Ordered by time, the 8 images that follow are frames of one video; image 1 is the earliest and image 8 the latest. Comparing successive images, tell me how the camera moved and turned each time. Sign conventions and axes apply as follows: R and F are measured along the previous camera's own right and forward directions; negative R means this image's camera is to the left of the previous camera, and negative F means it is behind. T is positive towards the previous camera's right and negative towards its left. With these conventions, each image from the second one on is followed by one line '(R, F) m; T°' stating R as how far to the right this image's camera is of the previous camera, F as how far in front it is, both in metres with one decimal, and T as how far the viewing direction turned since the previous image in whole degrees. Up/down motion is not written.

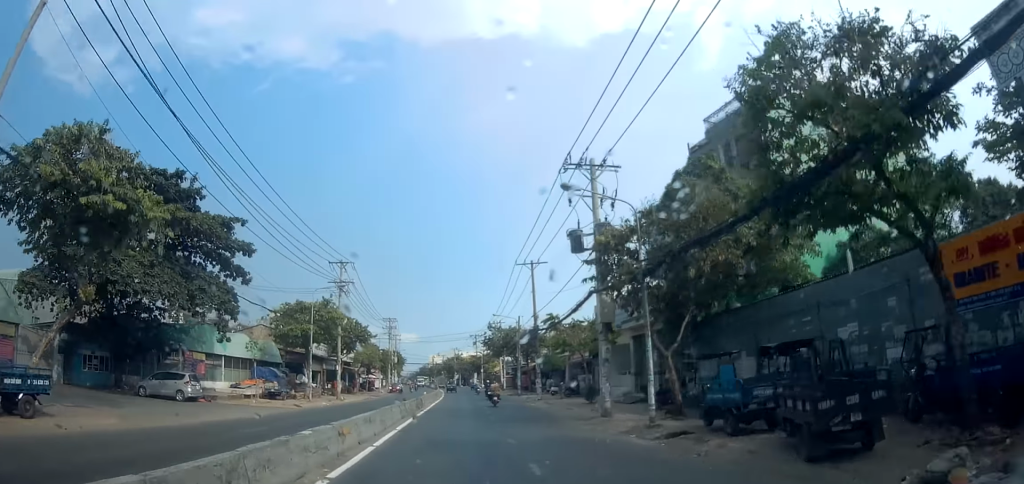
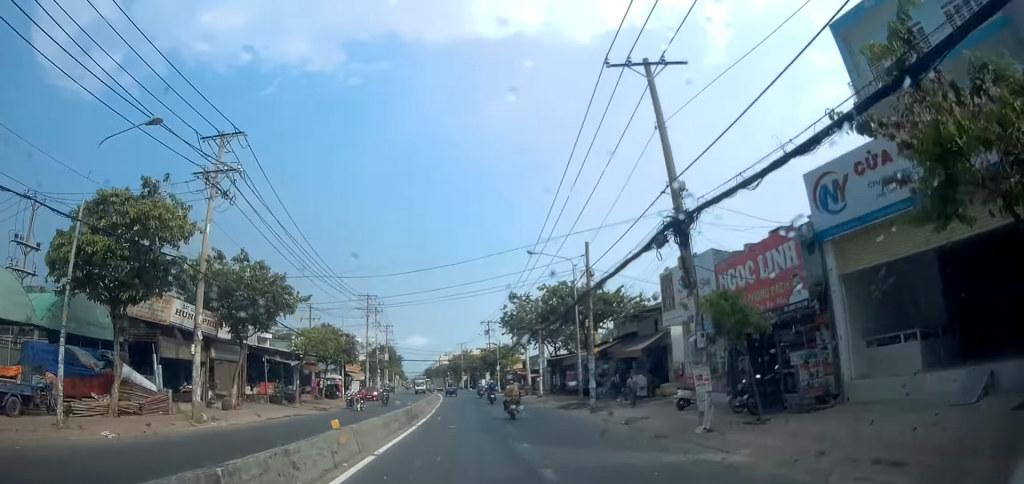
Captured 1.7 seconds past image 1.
(-0.7, +25.1) m; -2°
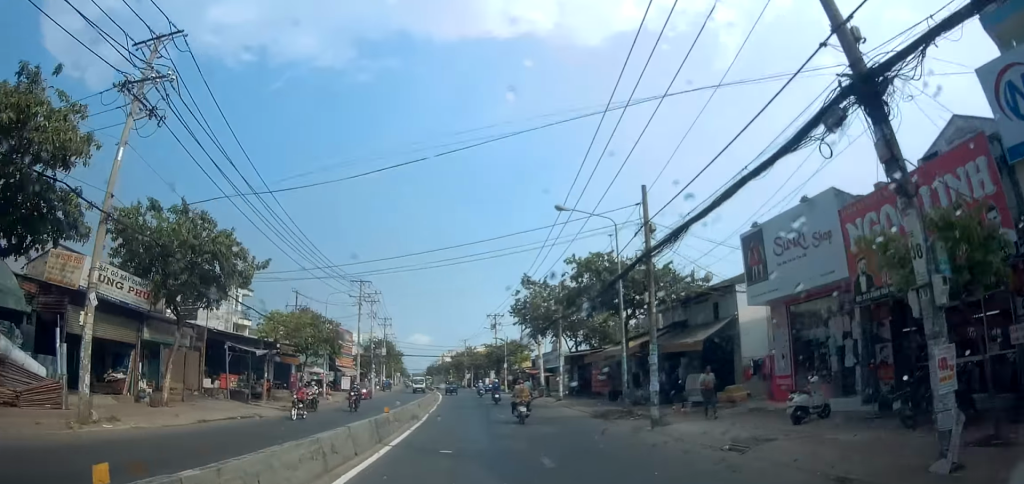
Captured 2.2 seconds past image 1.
(0.0, +7.0) m; 0°
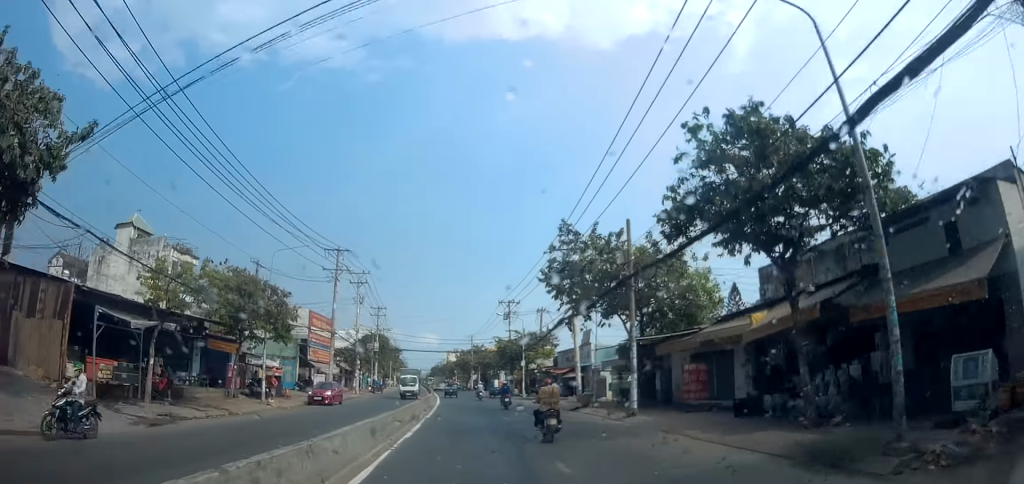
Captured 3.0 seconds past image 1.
(0.0, +13.0) m; 0°
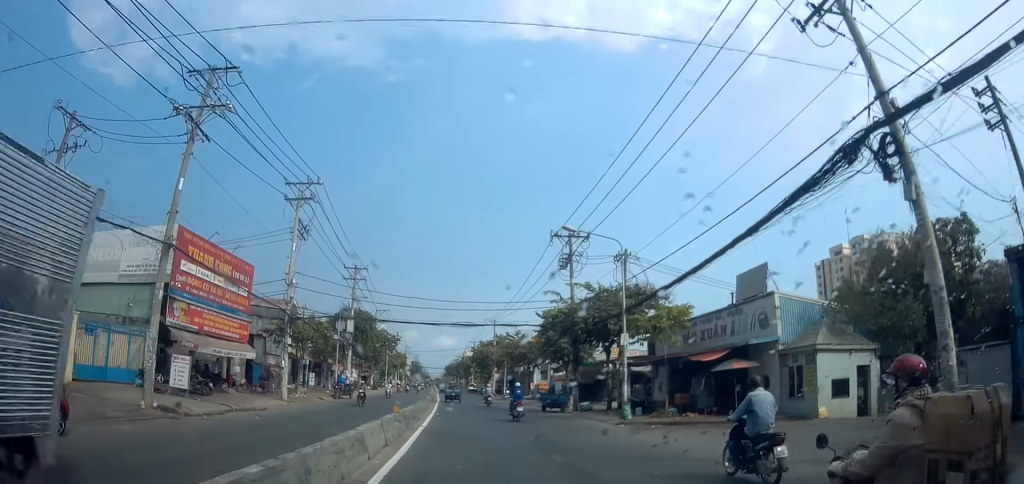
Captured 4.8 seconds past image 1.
(-0.4, +26.1) m; -2°
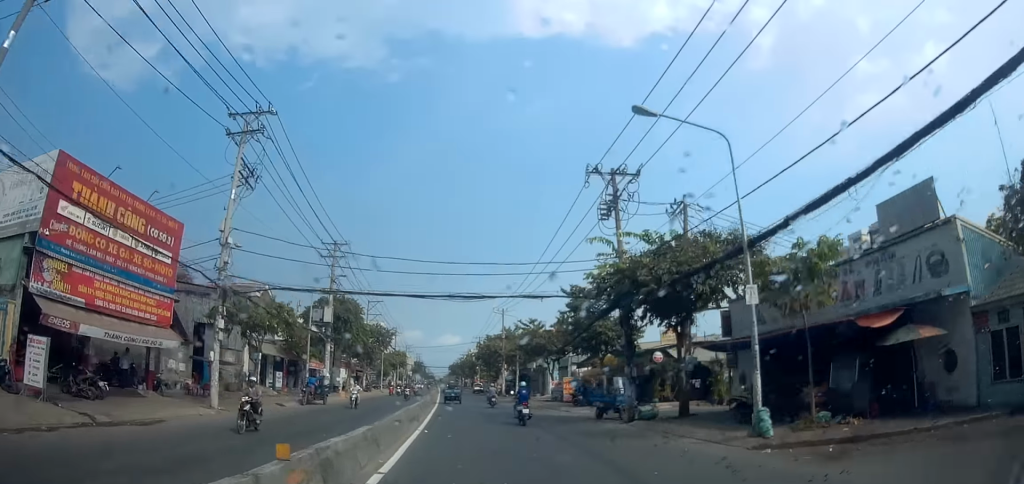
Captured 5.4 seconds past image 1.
(-0.1, +9.2) m; -1°
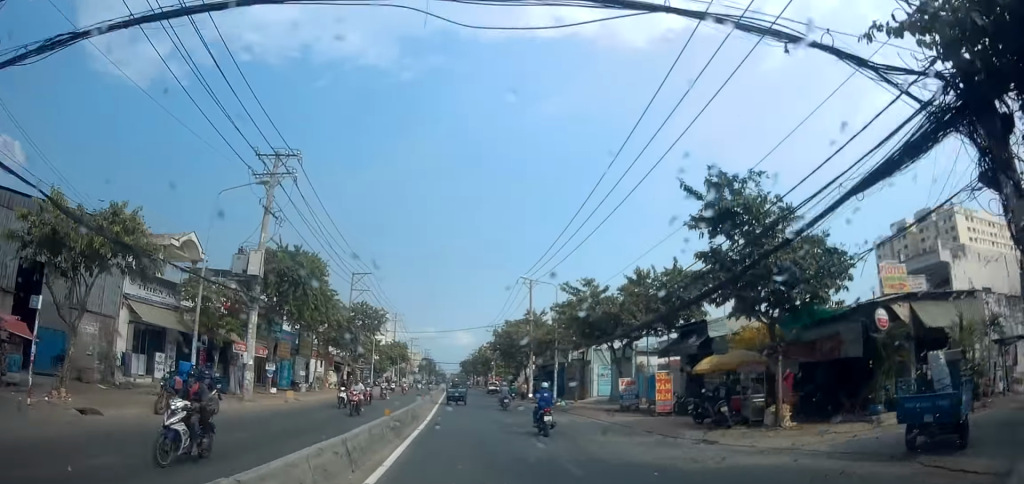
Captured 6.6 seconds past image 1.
(0.0, +16.2) m; -1°
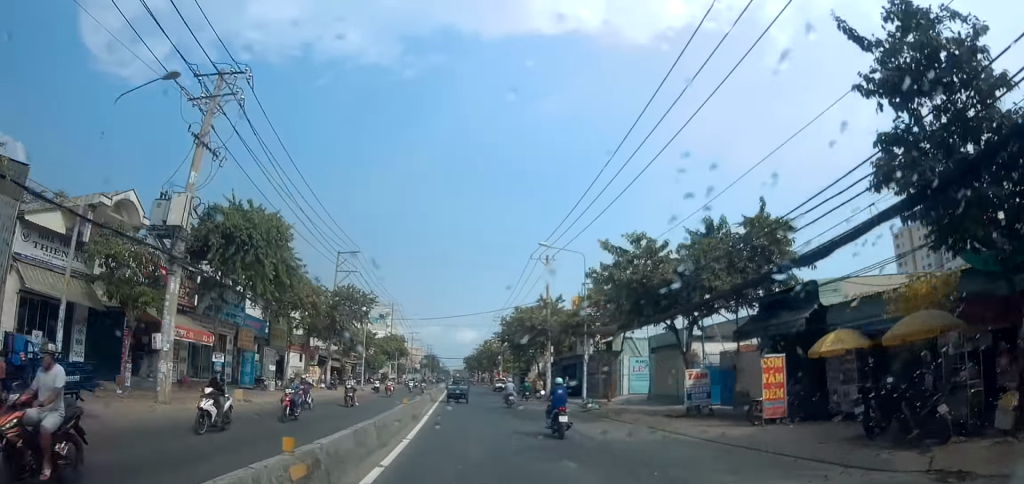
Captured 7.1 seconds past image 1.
(-0.1, +7.5) m; -1°
